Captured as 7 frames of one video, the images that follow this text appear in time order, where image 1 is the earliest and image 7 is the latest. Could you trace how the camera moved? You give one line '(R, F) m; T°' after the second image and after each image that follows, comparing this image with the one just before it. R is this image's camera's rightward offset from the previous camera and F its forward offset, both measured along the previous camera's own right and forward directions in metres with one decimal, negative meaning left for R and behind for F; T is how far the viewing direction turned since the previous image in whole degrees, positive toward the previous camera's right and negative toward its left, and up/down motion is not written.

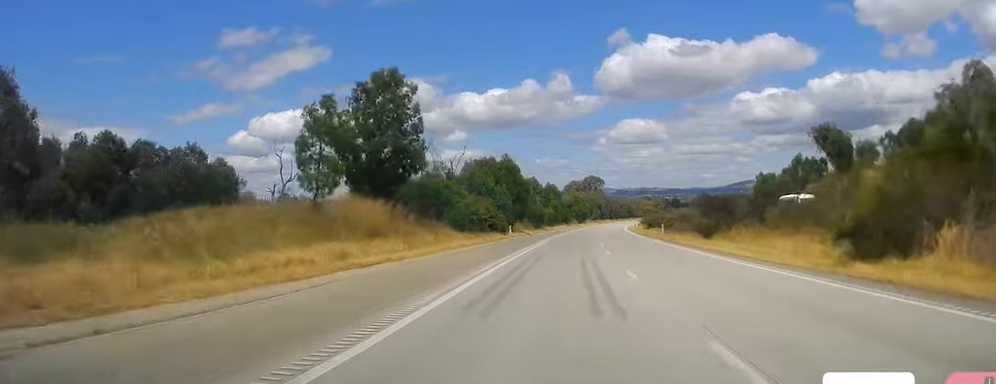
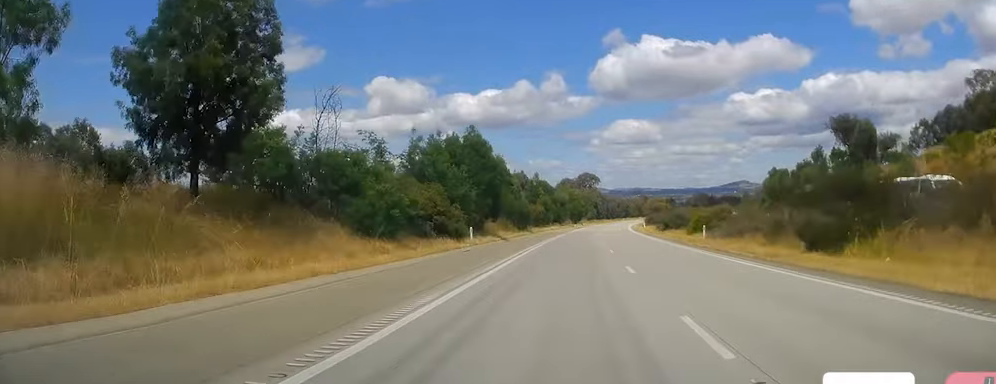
(0.0, +21.9) m; 0°
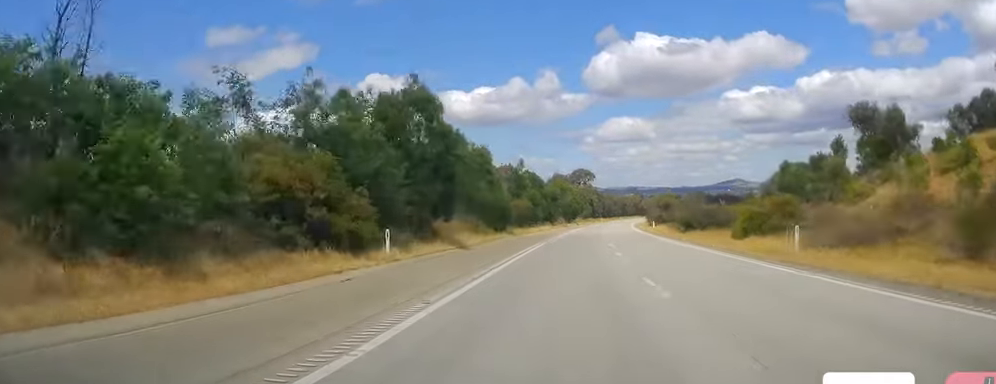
(0.0, +18.1) m; 0°
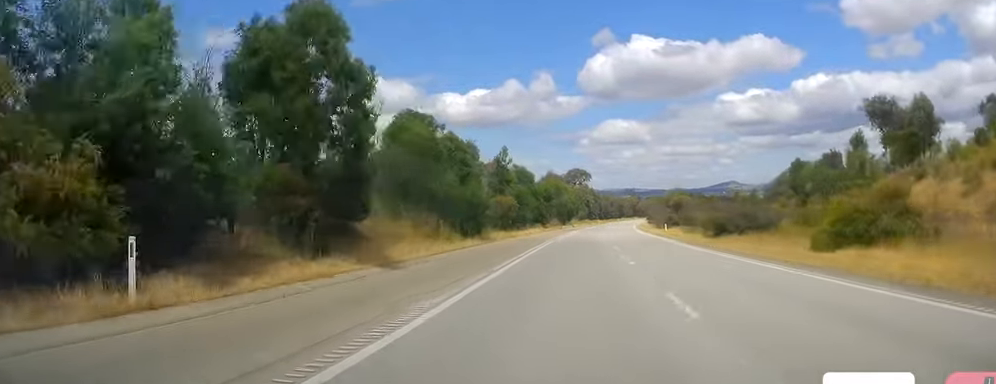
(-0.1, +14.3) m; 0°
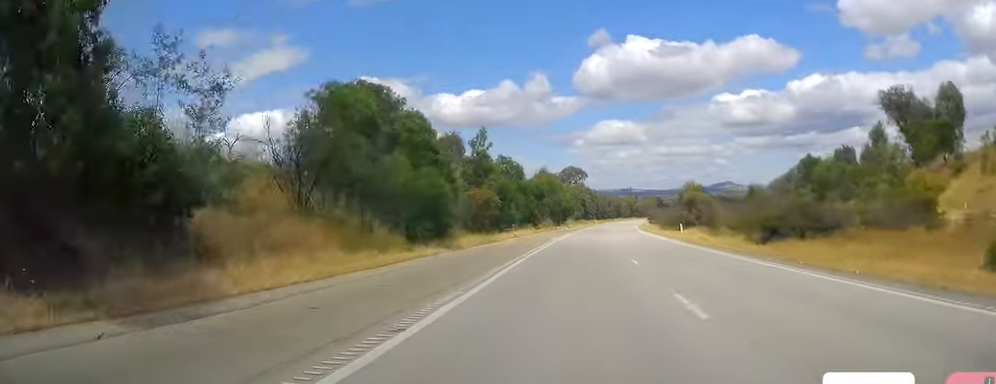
(+0.1, +12.4) m; +1°
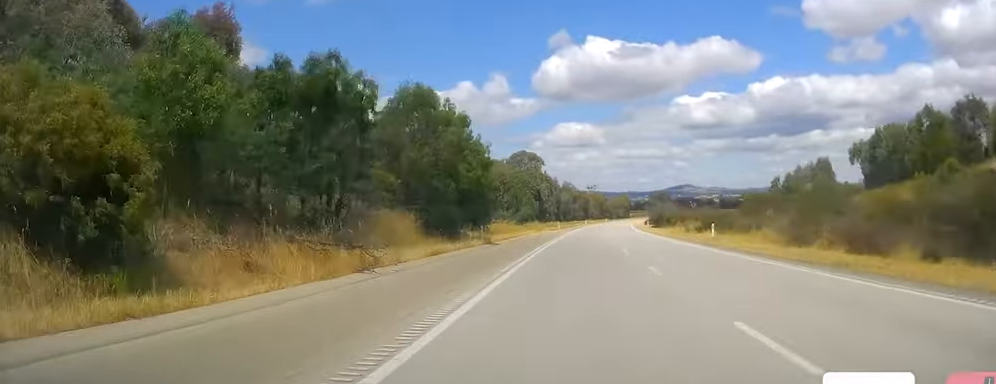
(+1.6, +75.5) m; +3°
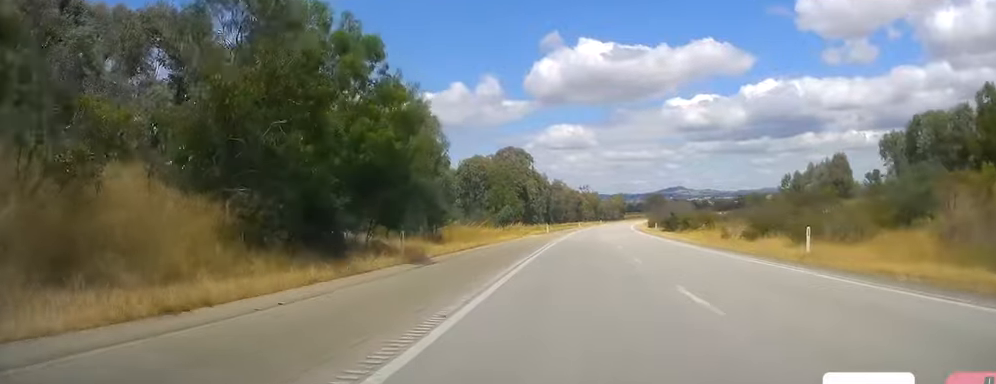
(+0.6, +18.2) m; +1°
